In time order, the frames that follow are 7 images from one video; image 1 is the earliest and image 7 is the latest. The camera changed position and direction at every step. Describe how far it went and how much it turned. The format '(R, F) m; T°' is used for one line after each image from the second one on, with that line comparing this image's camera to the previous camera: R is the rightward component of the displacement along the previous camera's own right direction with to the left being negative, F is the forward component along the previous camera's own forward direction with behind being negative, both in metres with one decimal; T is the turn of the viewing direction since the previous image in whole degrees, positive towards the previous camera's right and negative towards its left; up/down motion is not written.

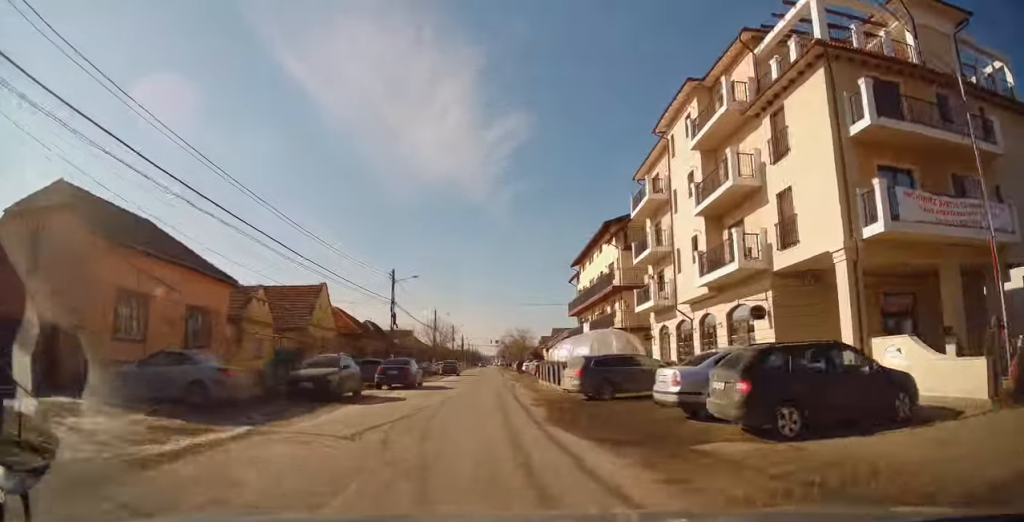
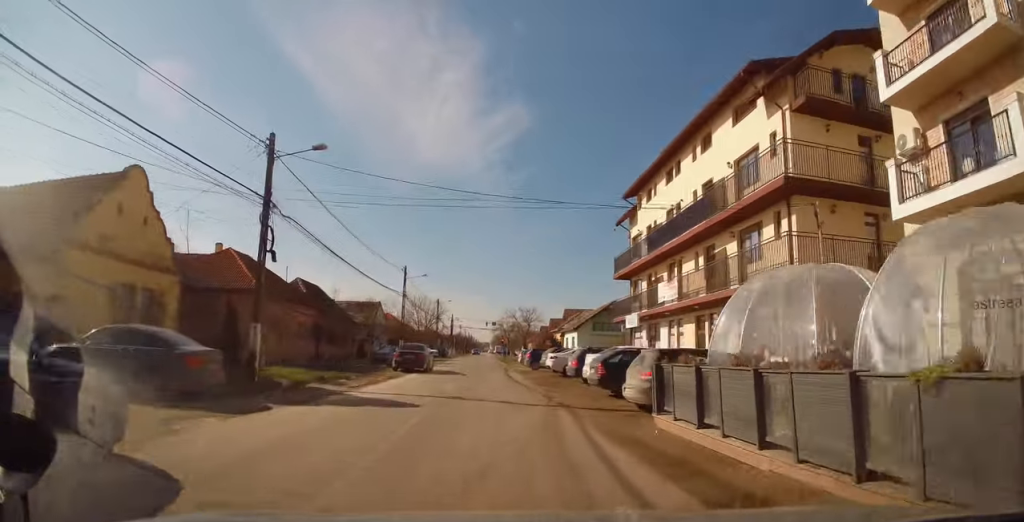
(-0.3, +23.8) m; -1°
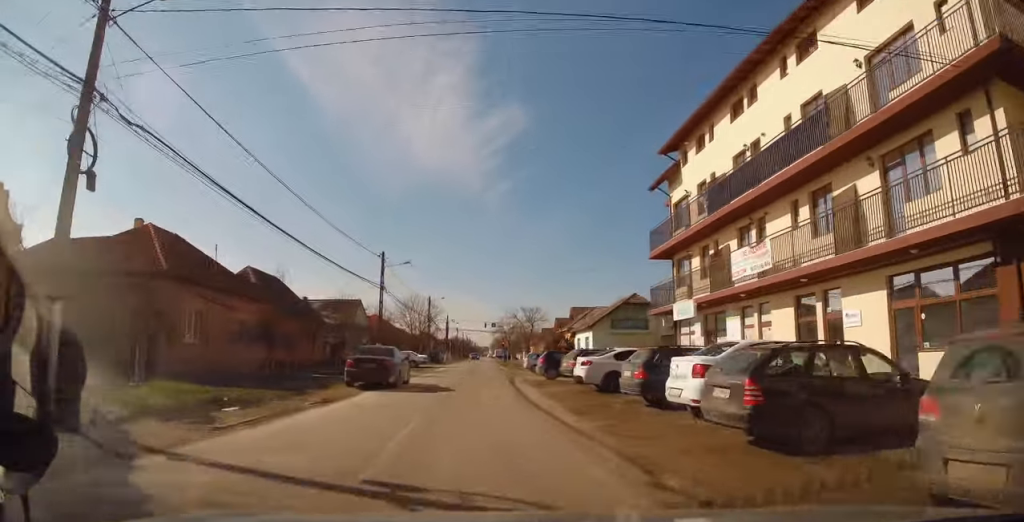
(+0.1, +9.3) m; +2°
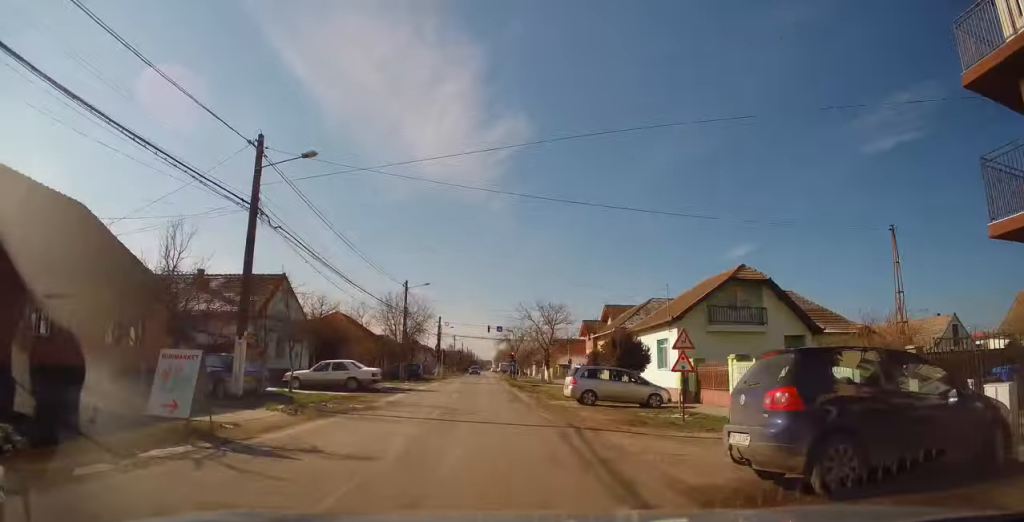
(+0.1, +22.0) m; -2°
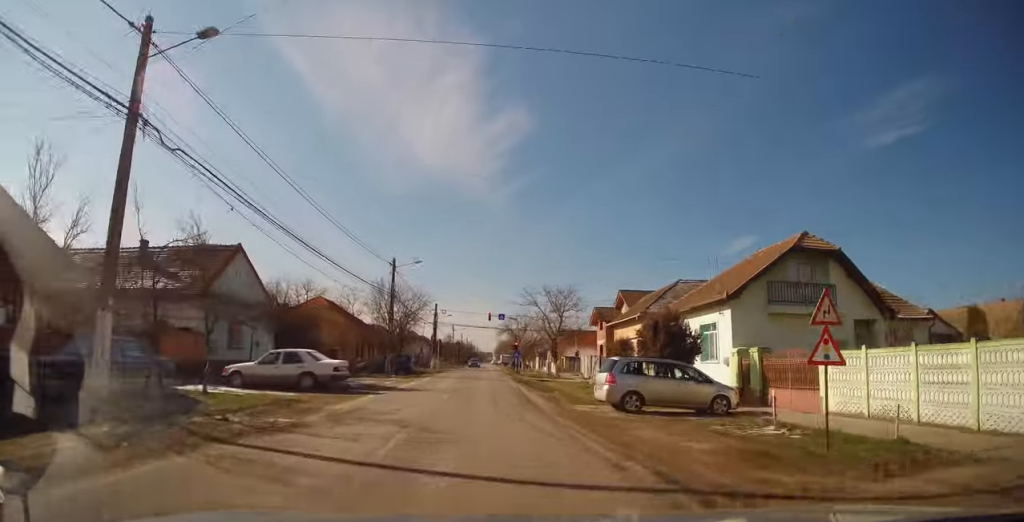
(-0.1, +6.5) m; -1°
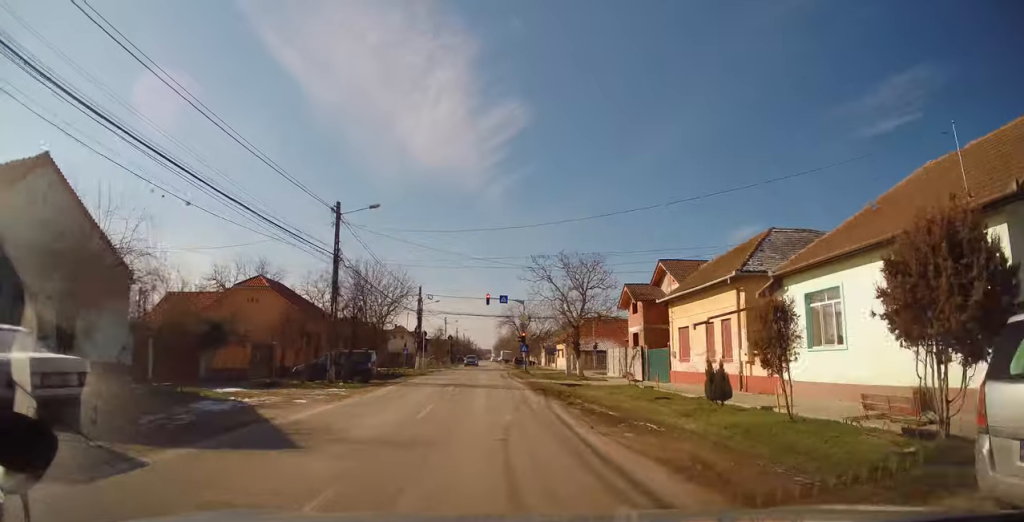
(+0.2, +13.7) m; +3°
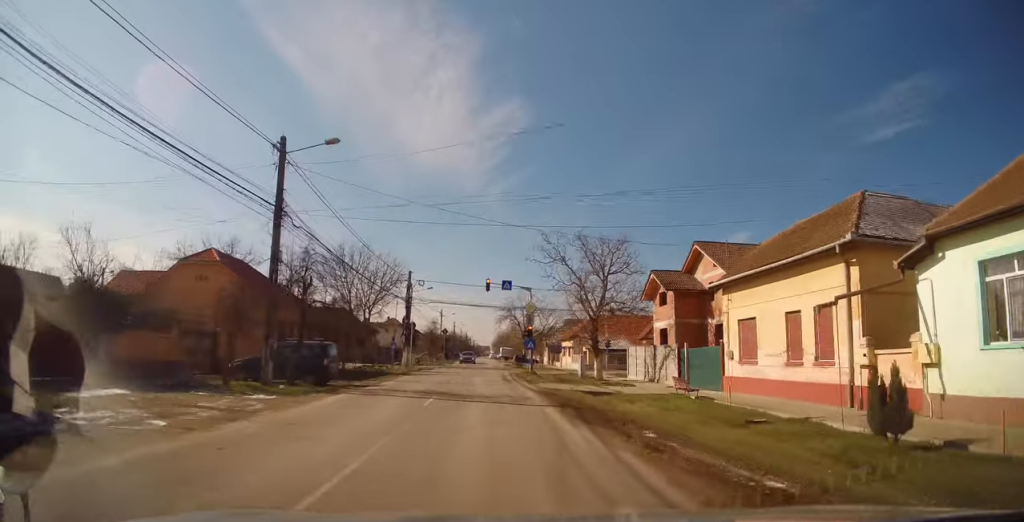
(+0.3, +7.2) m; +1°
